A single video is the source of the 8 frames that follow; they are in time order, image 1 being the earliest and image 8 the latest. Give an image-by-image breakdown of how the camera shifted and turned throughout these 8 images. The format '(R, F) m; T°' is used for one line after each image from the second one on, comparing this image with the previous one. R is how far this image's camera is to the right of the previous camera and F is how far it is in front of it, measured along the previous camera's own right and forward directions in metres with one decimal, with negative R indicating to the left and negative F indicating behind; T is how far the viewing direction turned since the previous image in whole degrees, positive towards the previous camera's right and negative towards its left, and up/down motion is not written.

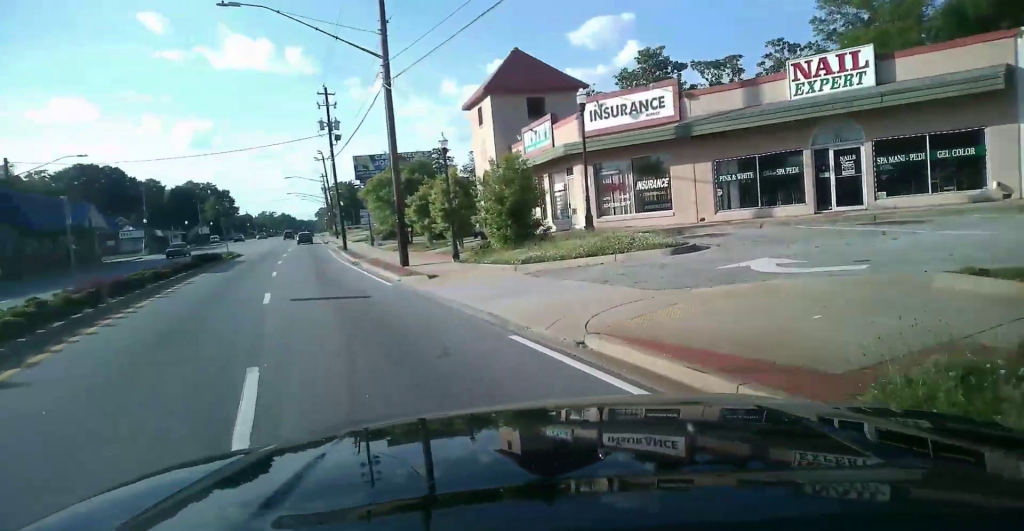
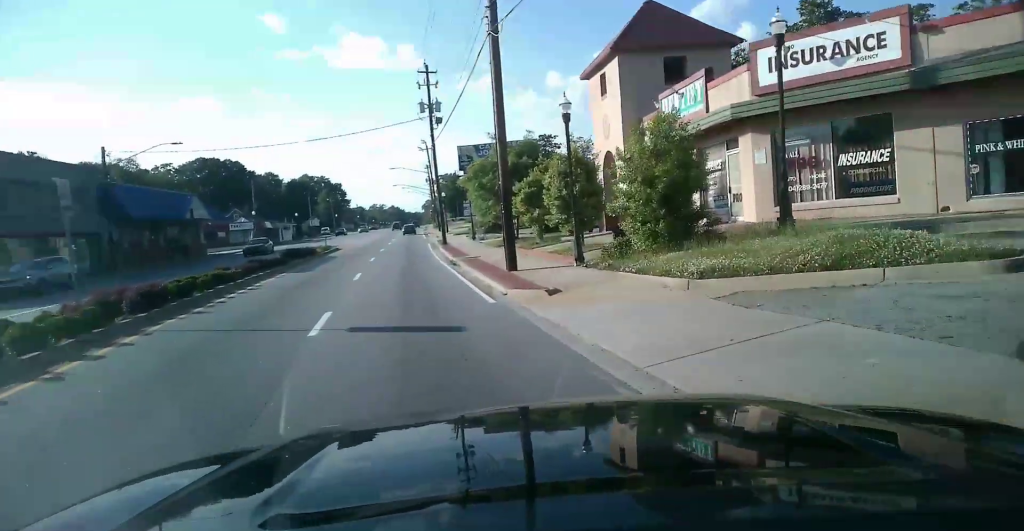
(-0.5, +6.6) m; -9°
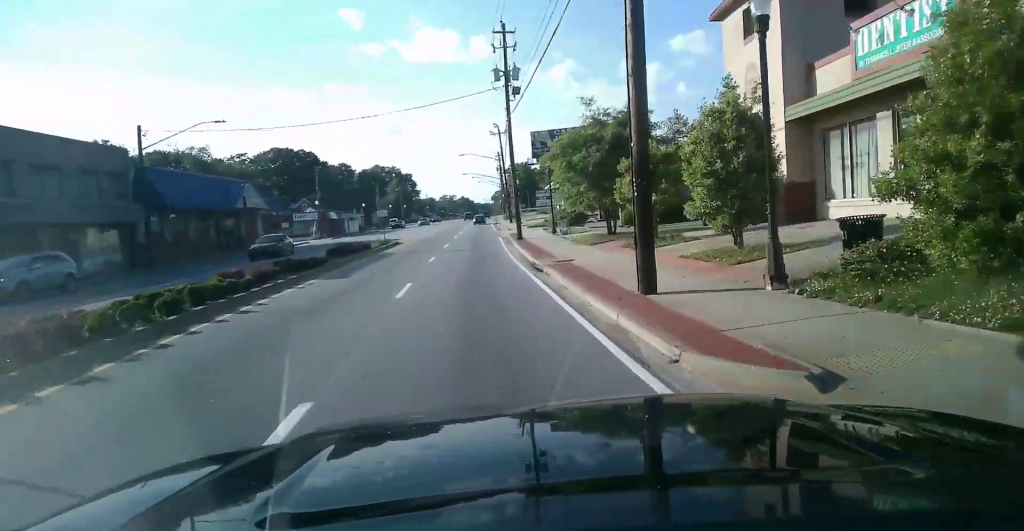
(-0.8, +8.5) m; -7°
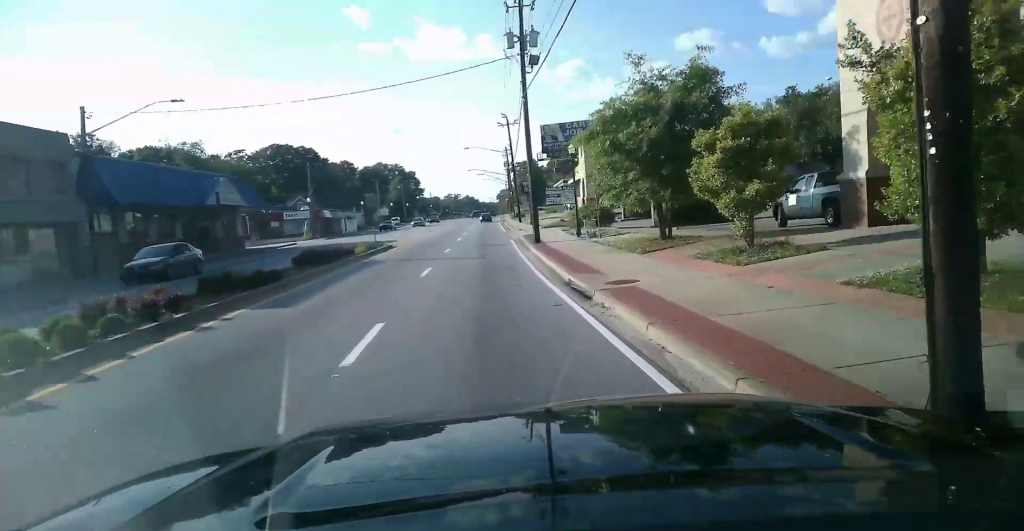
(-0.5, +8.0) m; -2°
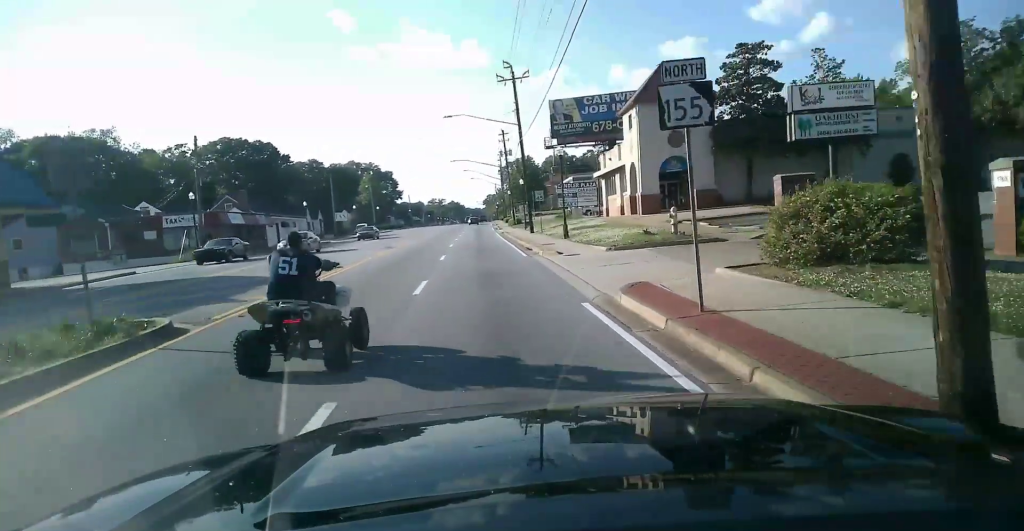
(+0.6, +31.3) m; +5°
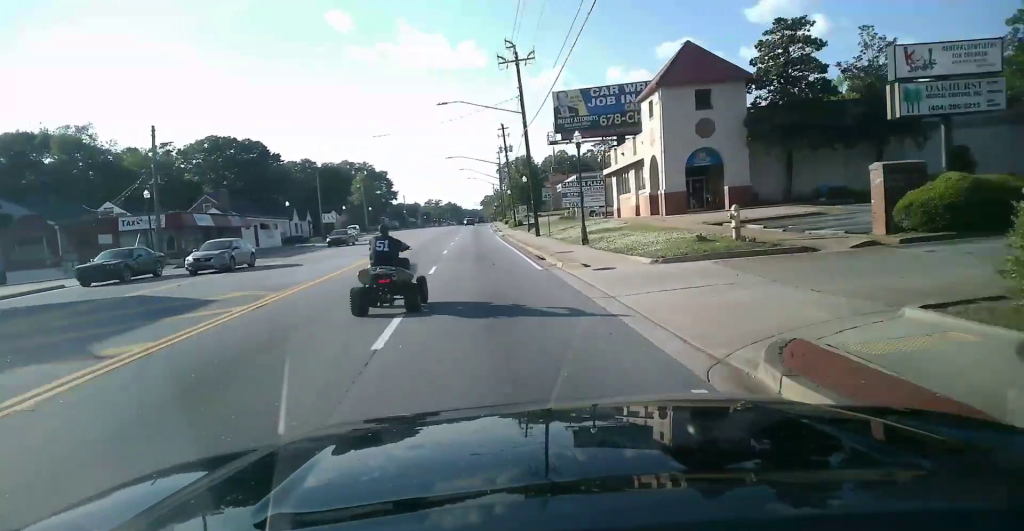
(+0.1, +6.7) m; +2°
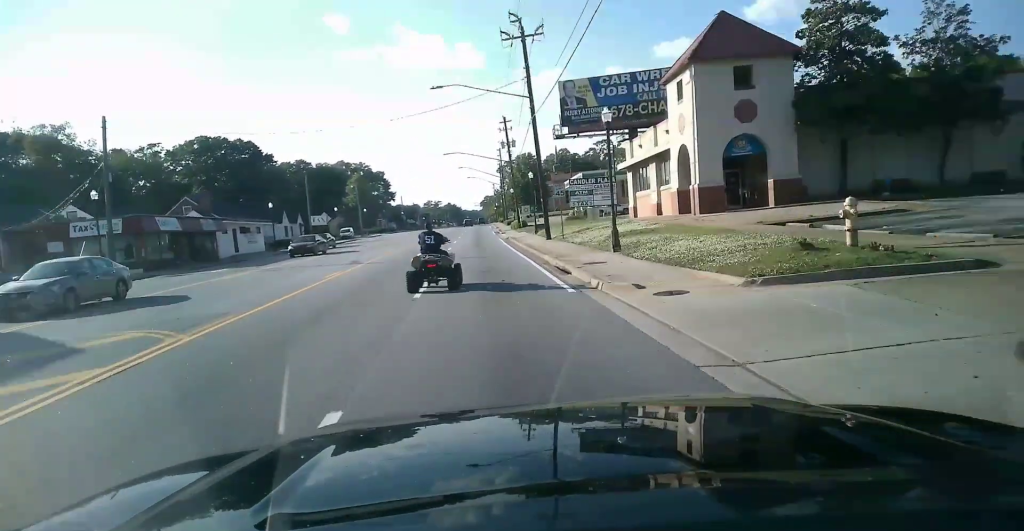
(+0.6, +6.4) m; +2°
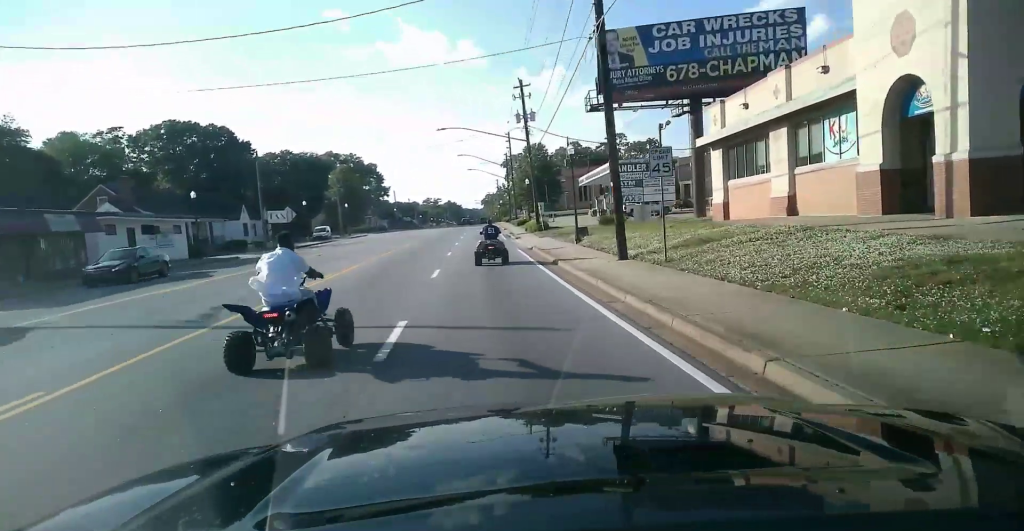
(0.0, +19.9) m; -1°
